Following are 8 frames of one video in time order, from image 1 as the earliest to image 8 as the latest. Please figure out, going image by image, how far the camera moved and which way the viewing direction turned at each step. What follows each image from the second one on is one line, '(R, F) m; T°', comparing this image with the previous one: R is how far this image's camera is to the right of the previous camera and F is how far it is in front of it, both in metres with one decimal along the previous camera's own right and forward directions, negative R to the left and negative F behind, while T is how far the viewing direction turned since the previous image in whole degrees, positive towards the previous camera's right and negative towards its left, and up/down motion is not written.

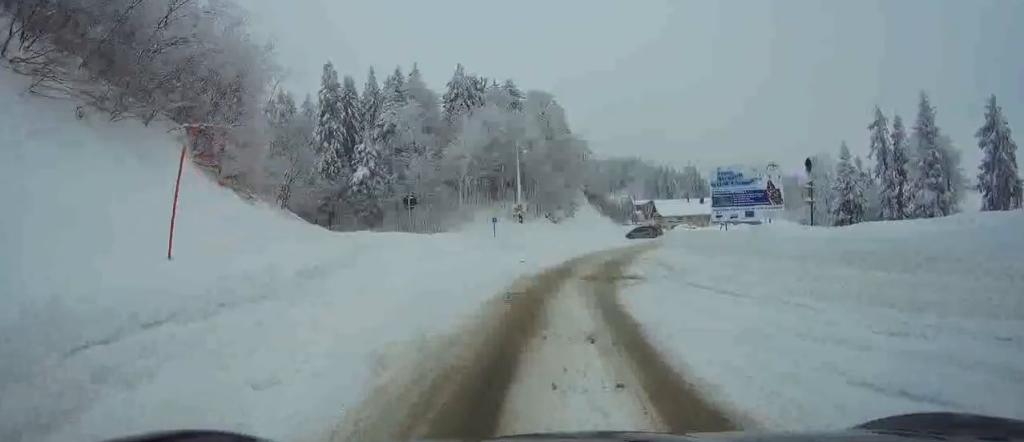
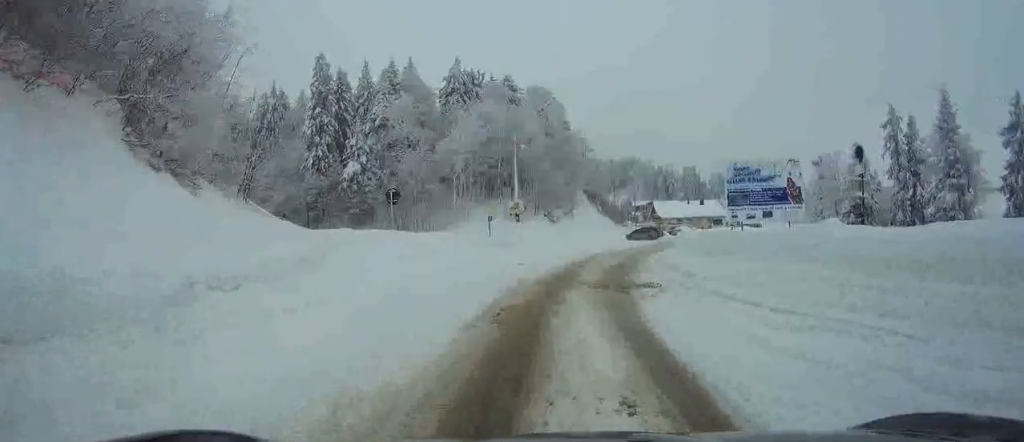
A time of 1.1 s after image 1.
(0.0, +3.0) m; +1°
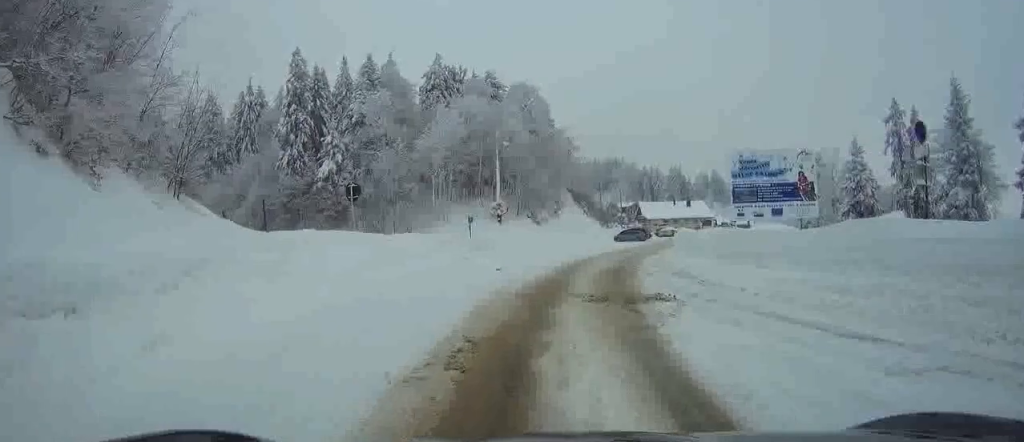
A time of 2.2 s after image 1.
(+0.1, +3.2) m; +2°
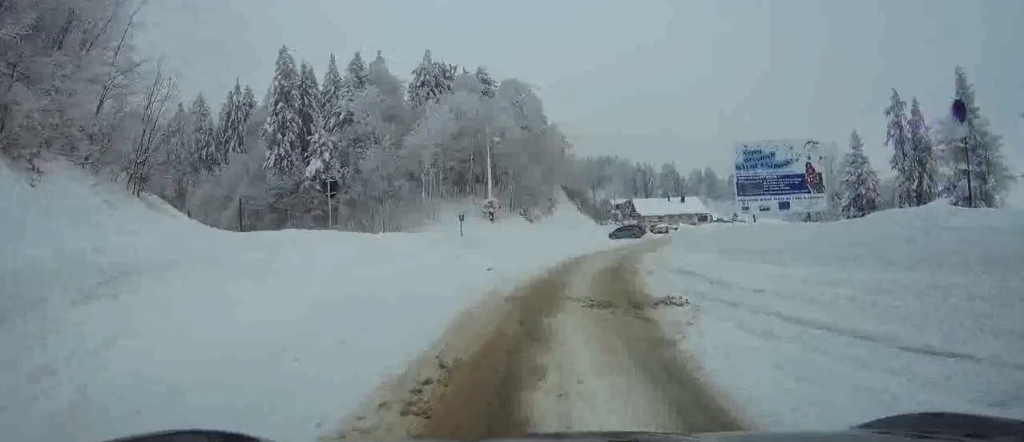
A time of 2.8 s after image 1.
(0.0, +1.8) m; +2°
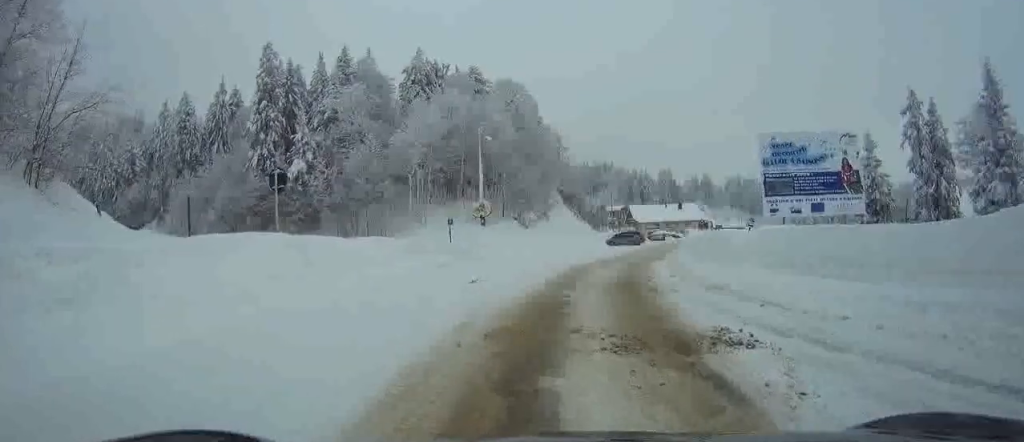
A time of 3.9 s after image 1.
(+0.1, +3.9) m; +3°
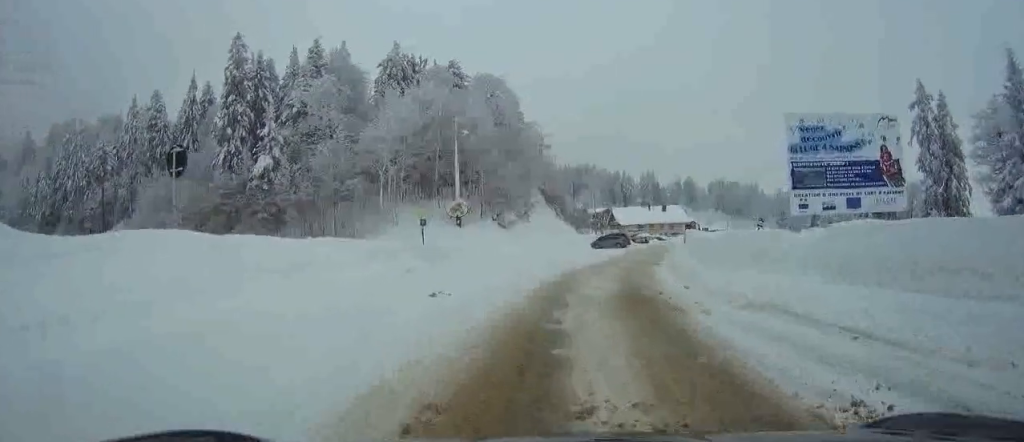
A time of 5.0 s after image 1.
(+0.1, +4.4) m; +1°
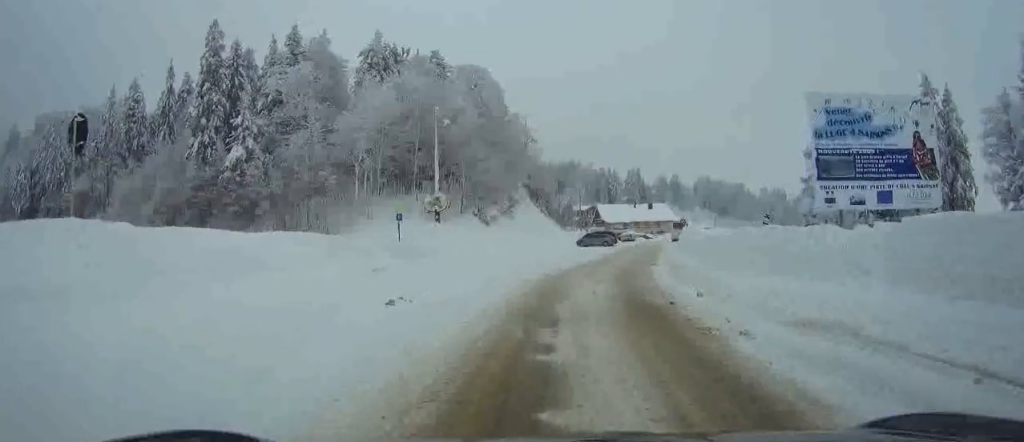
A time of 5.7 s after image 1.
(0.0, +2.9) m; 0°
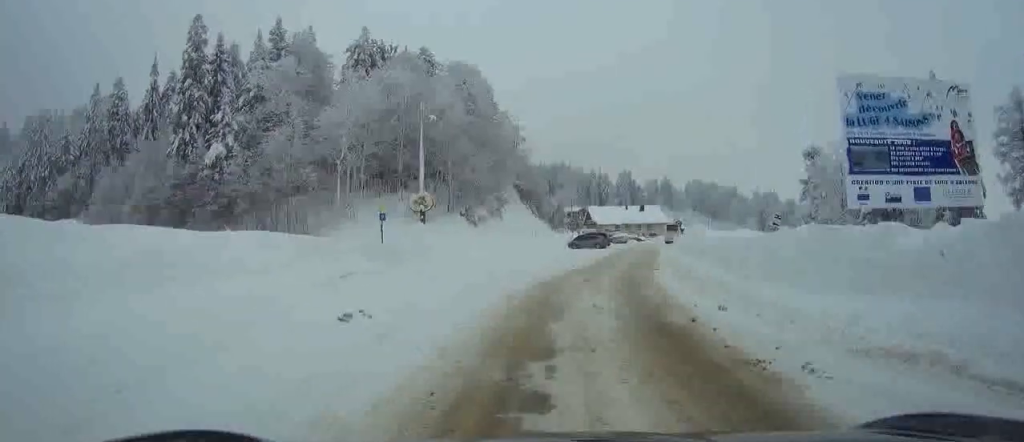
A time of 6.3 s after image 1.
(0.0, +2.3) m; +1°
